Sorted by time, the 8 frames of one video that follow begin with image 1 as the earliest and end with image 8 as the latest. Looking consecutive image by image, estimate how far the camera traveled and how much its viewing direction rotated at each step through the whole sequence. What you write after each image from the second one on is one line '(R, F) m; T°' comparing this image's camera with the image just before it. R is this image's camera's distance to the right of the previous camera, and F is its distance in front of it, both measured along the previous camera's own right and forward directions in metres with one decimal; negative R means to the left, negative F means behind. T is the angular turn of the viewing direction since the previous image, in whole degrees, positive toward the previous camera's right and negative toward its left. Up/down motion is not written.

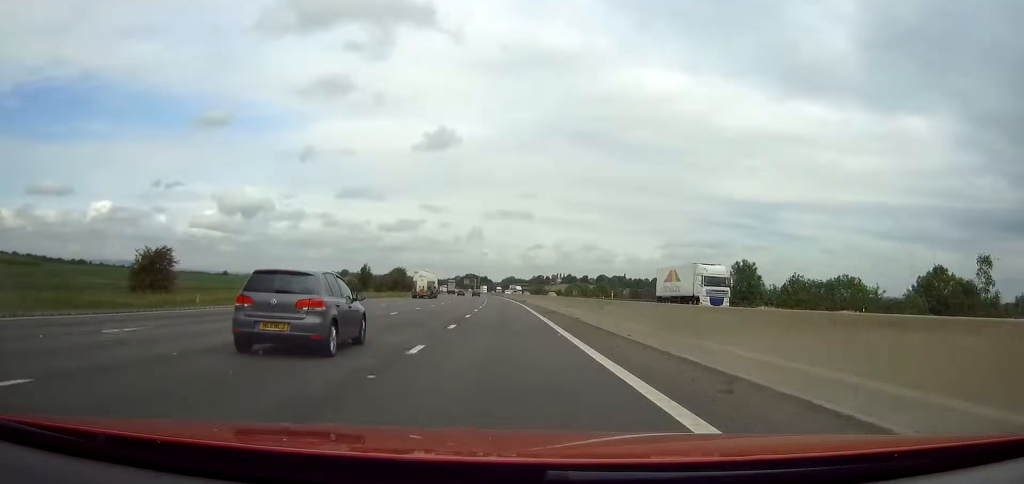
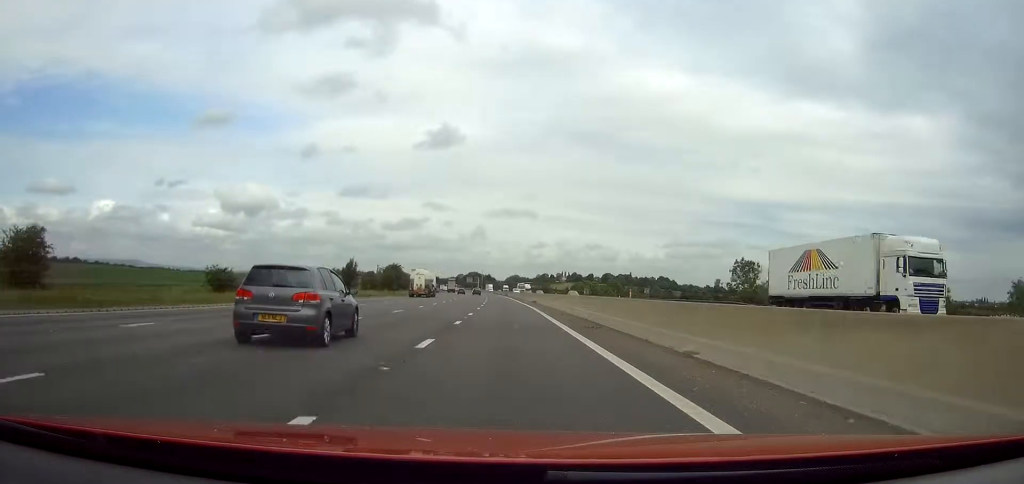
(-0.1, +16.6) m; 0°
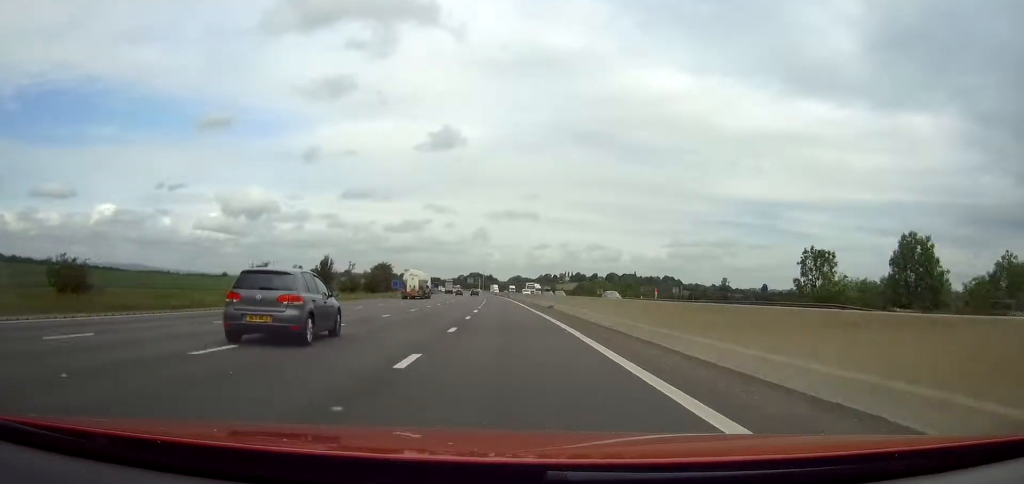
(0.0, +19.7) m; 0°
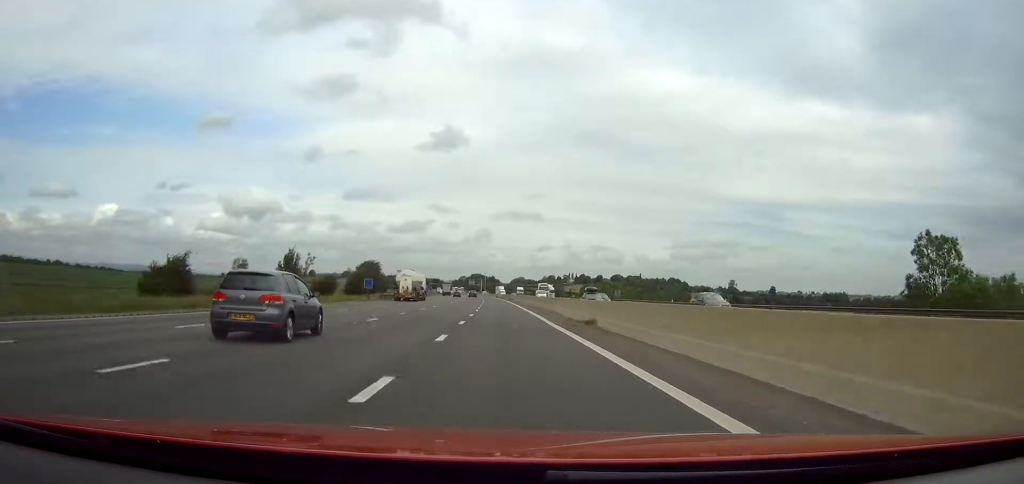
(0.0, +19.5) m; 0°
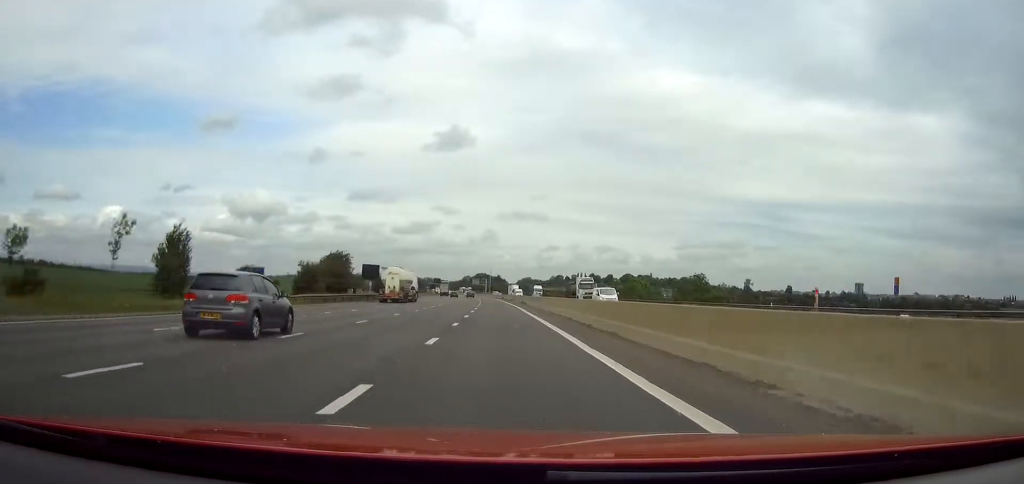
(-0.1, +34.5) m; 0°
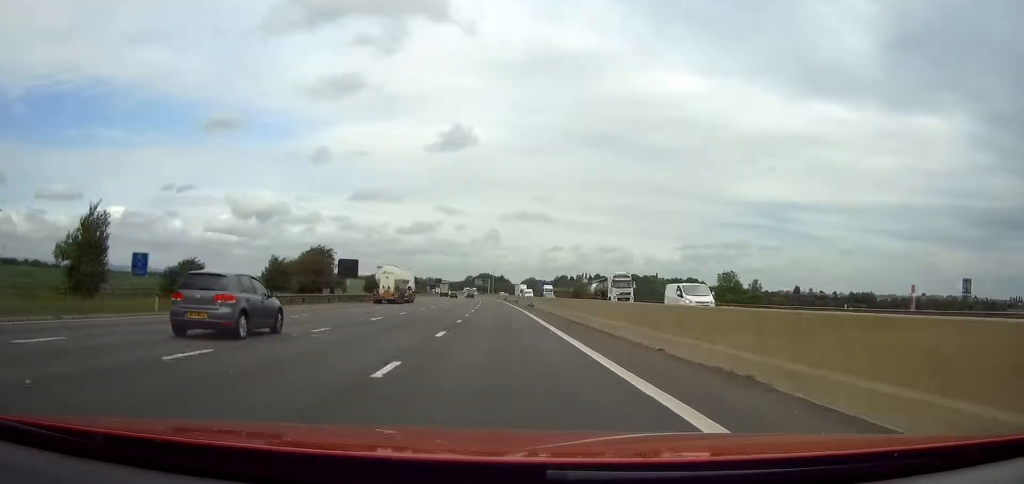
(0.0, +13.9) m; 0°
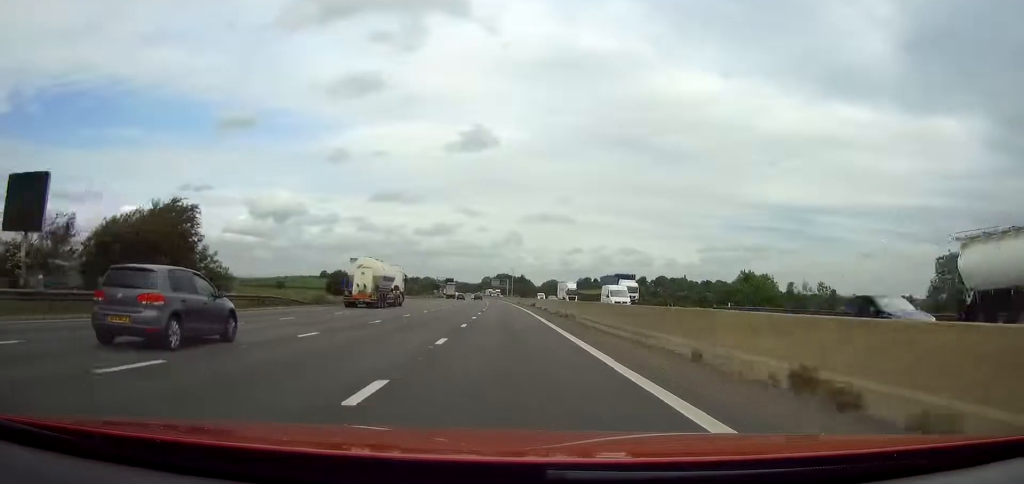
(-0.6, +53.9) m; -1°
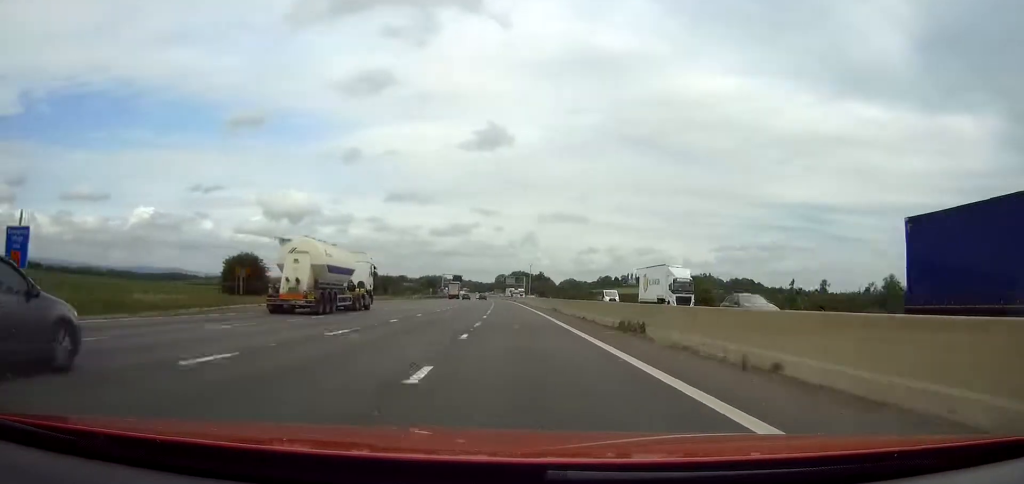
(-0.4, +50.1) m; -2°
